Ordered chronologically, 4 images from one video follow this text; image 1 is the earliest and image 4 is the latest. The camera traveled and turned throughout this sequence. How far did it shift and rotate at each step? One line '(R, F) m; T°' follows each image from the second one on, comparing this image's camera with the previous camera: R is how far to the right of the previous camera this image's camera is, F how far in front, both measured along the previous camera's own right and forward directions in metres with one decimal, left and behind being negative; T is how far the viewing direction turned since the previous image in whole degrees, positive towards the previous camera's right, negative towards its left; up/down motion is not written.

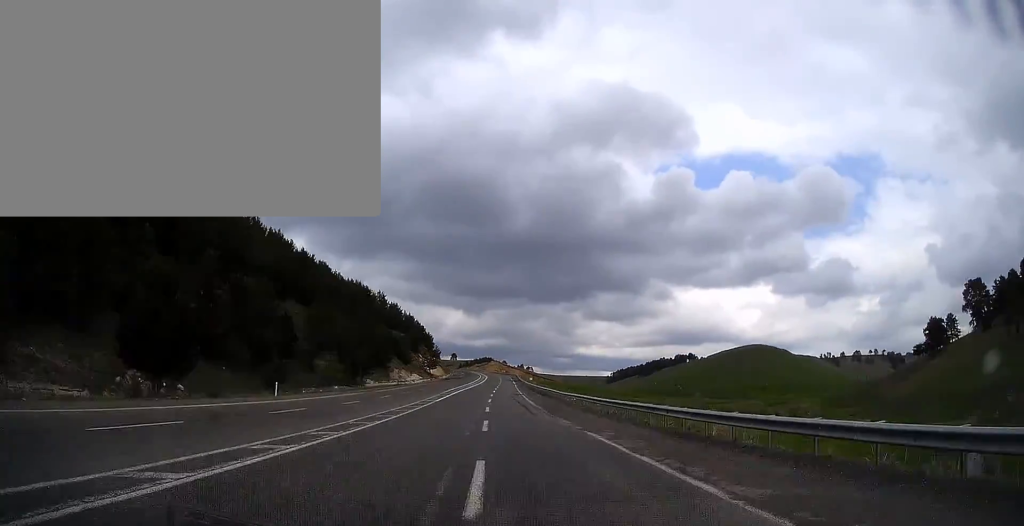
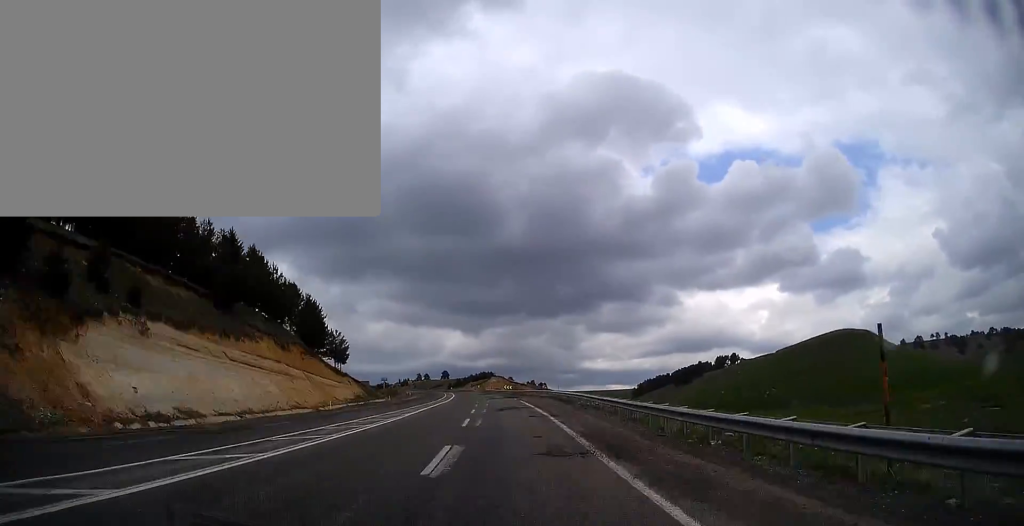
(-1.1, +166.4) m; -4°
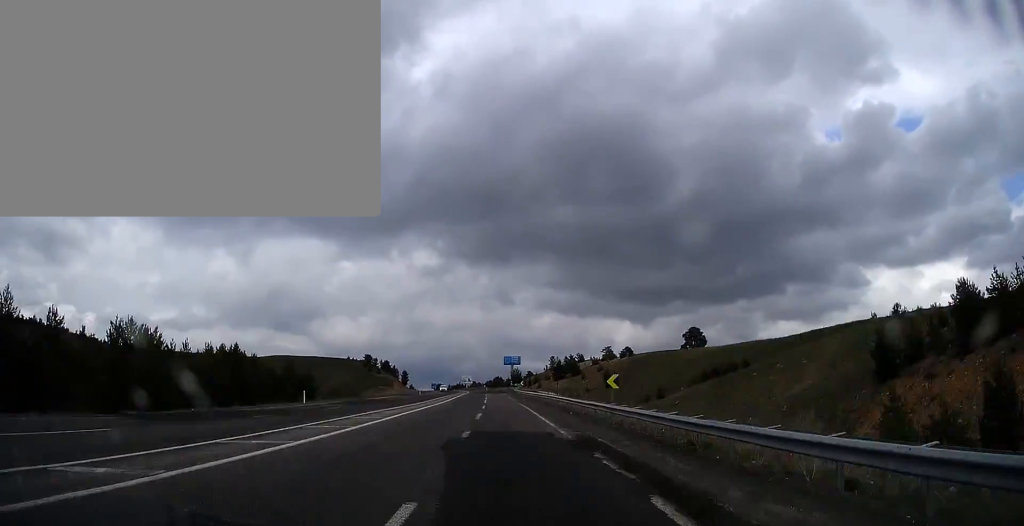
(-59.0, +395.3) m; -15°
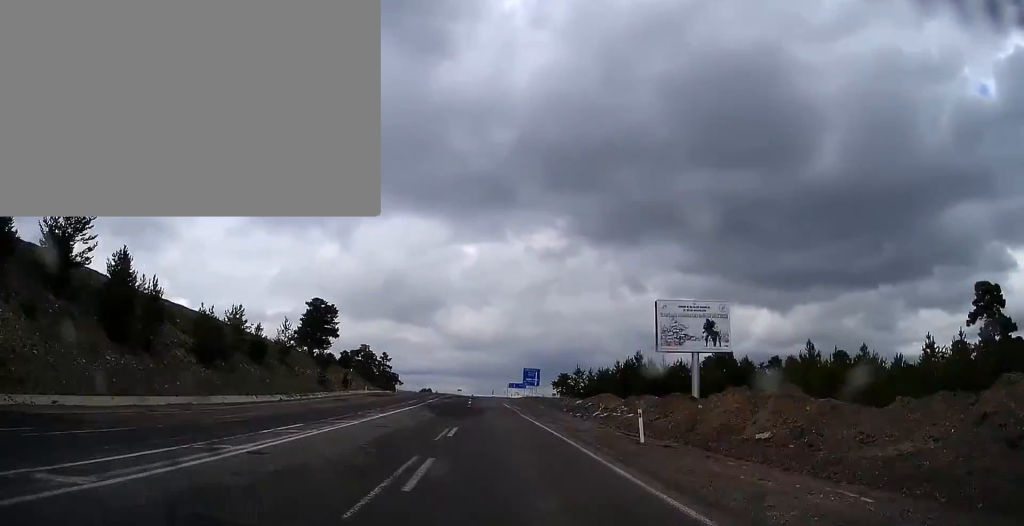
(-25.6, +263.8) m; -10°
